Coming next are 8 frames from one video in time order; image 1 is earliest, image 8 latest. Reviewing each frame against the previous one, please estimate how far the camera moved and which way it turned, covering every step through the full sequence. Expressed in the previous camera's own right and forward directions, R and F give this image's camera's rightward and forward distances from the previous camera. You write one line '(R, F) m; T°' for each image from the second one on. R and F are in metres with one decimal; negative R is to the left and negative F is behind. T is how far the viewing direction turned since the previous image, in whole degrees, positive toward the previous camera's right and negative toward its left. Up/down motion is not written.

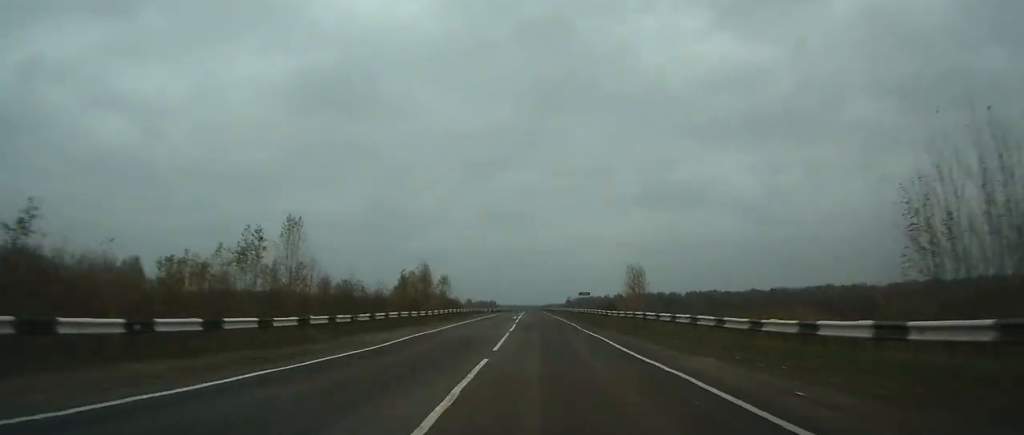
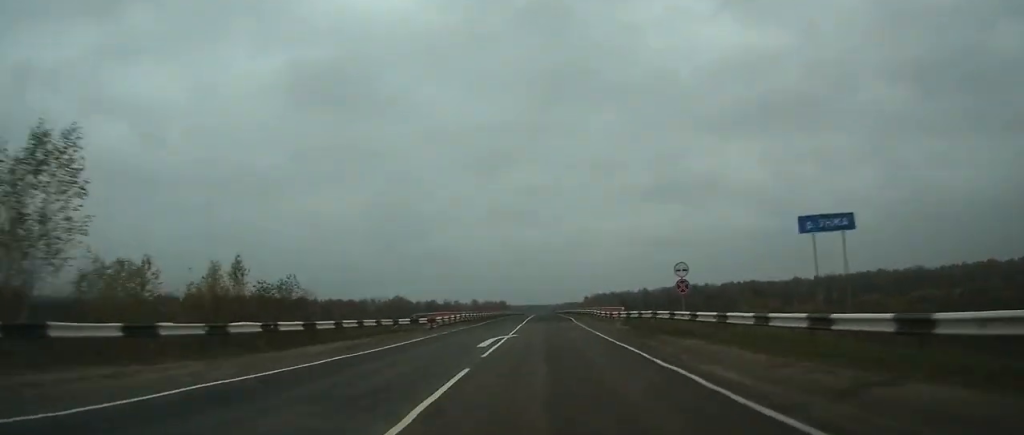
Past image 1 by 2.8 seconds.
(-1.2, +72.4) m; -1°
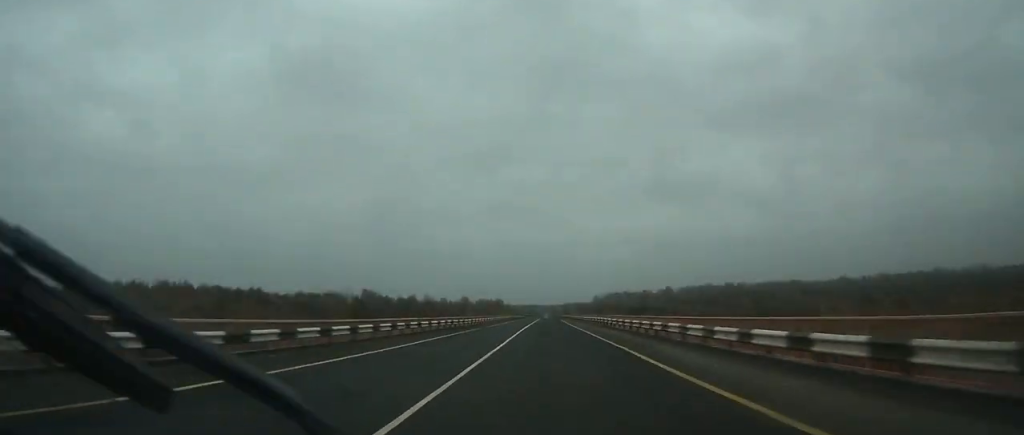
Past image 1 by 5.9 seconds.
(-0.2, +85.9) m; 0°
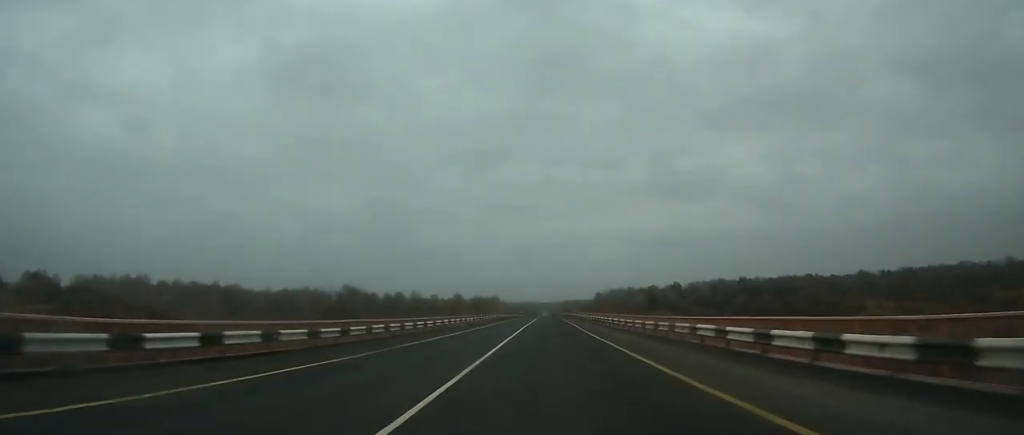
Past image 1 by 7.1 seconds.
(0.0, +31.9) m; 0°
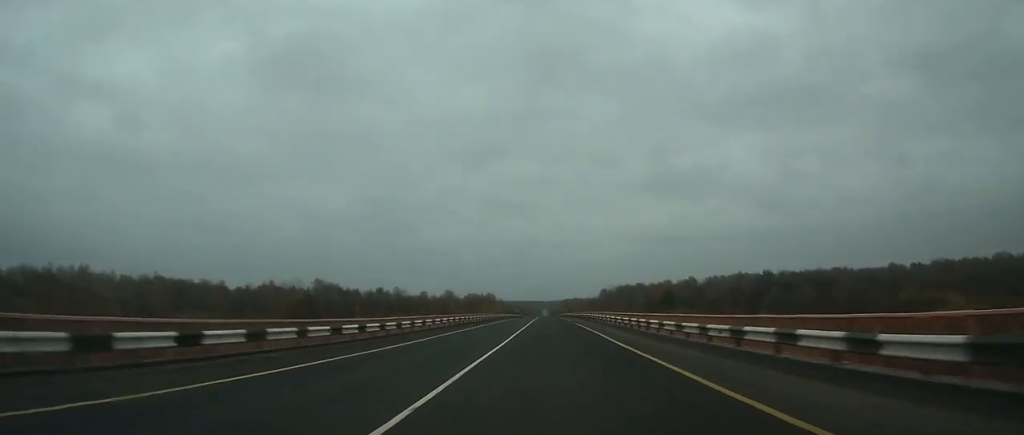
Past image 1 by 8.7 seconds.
(0.0, +40.1) m; 0°
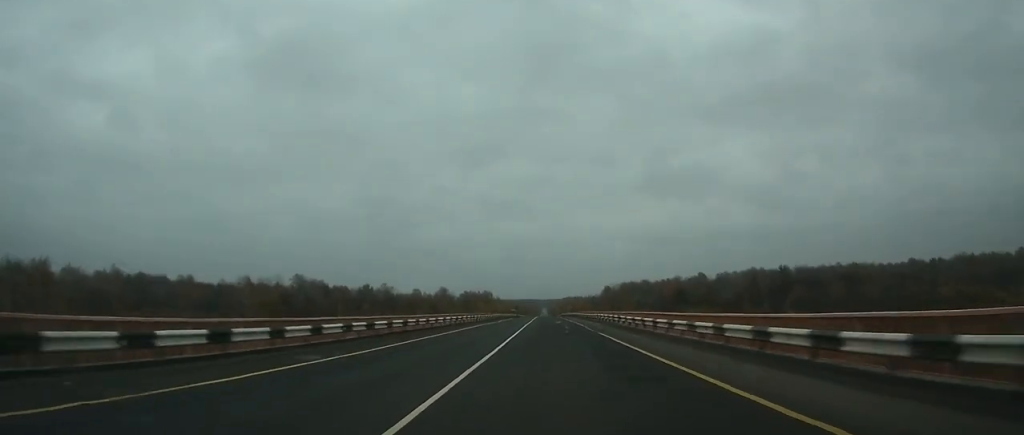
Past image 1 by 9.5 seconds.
(+0.1, +22.2) m; 0°
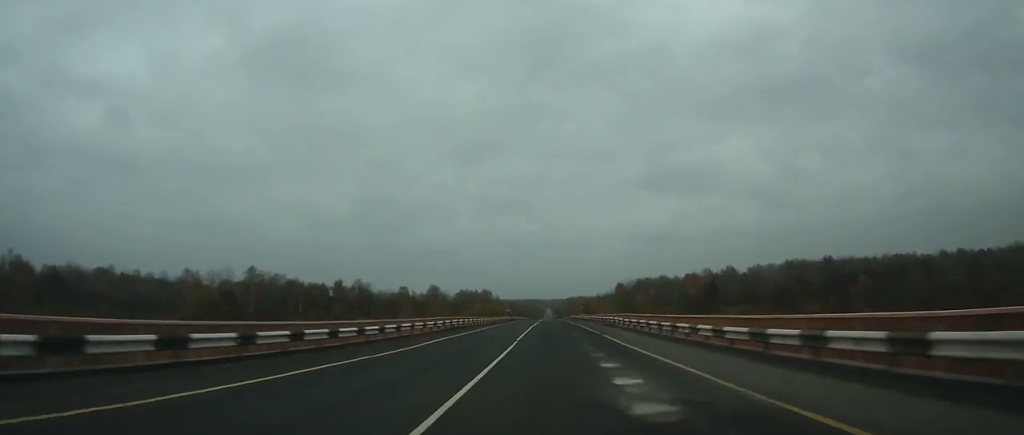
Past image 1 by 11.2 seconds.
(0.0, +42.9) m; 0°
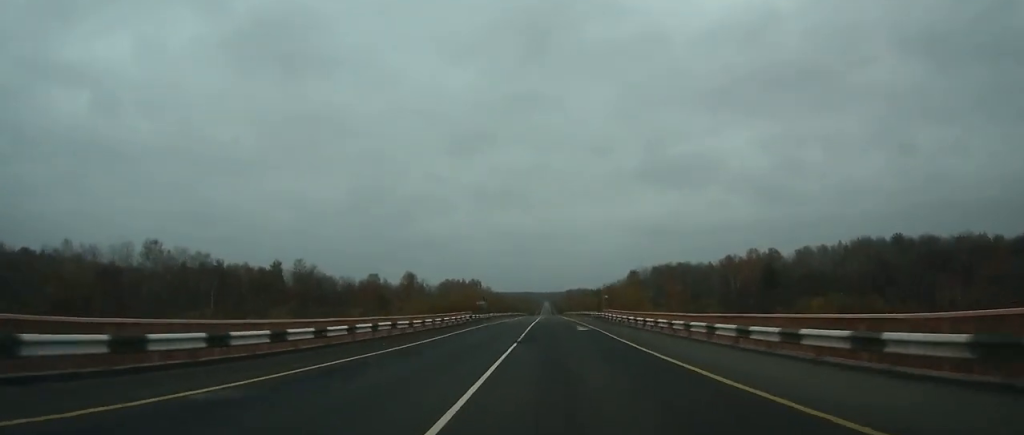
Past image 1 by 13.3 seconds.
(0.0, +56.2) m; 0°
